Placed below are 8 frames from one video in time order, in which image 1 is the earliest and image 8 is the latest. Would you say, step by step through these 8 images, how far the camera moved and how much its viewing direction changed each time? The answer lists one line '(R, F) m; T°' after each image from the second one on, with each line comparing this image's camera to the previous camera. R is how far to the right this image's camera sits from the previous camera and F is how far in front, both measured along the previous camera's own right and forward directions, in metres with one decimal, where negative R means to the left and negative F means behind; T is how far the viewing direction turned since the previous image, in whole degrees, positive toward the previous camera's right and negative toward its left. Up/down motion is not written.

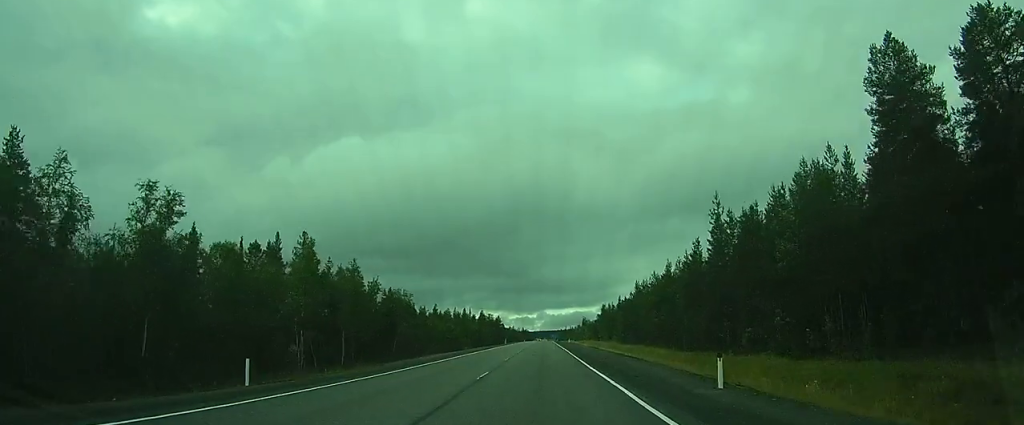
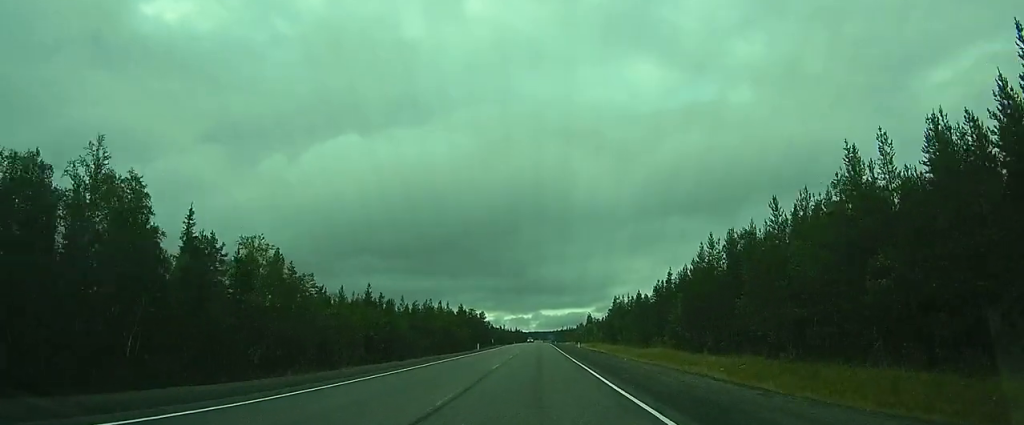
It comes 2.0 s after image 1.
(0.0, +42.7) m; 0°
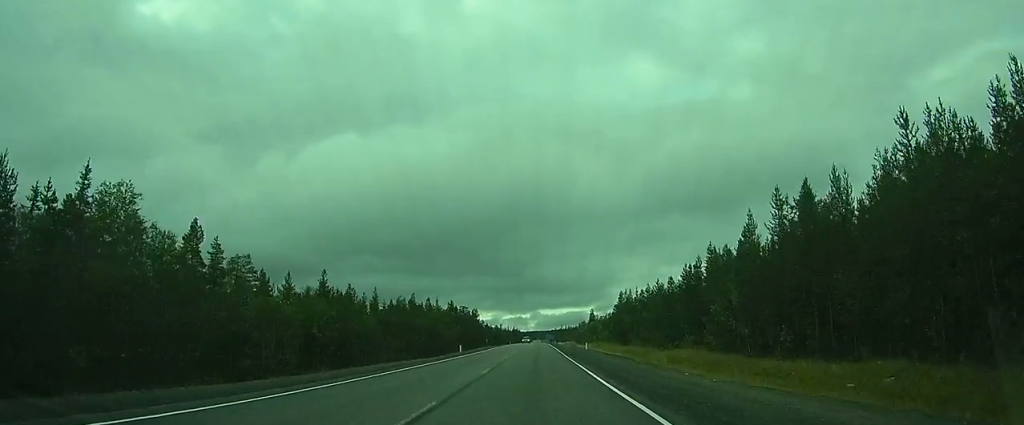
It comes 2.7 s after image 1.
(0.0, +14.9) m; 0°
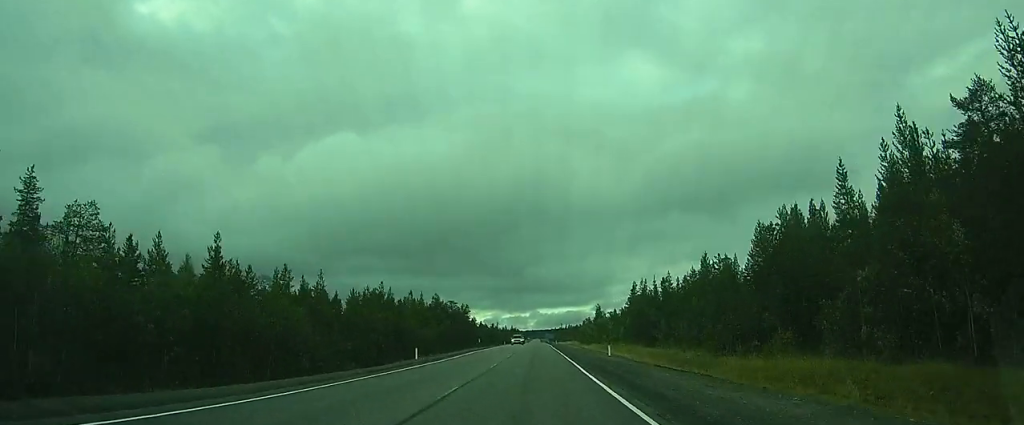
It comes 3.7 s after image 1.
(0.0, +20.6) m; 0°
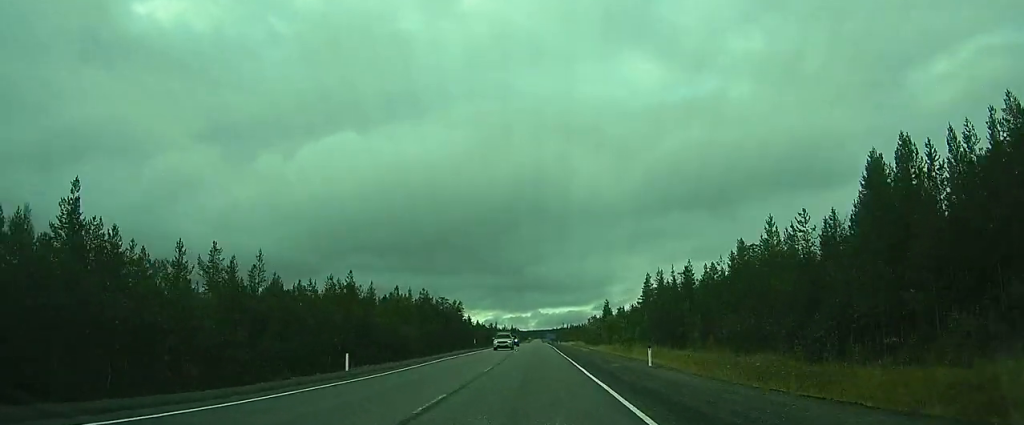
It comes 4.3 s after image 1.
(0.0, +14.1) m; 0°
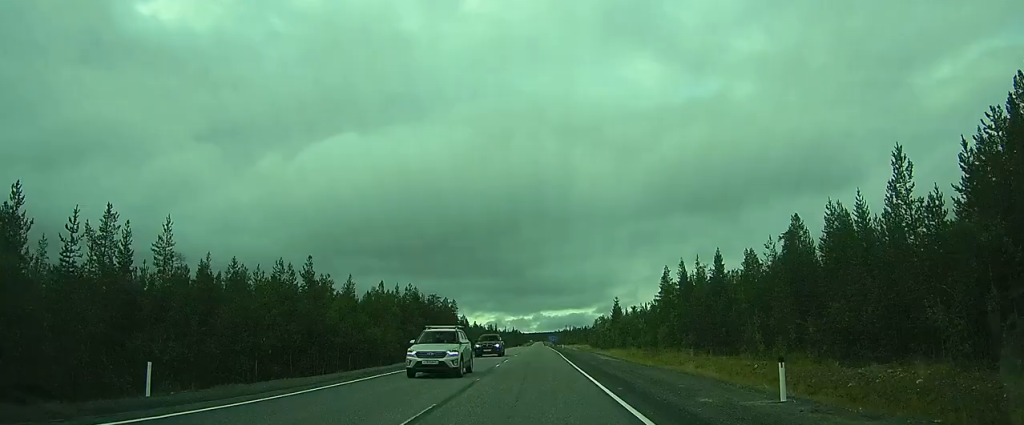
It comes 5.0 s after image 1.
(0.0, +13.4) m; 0°
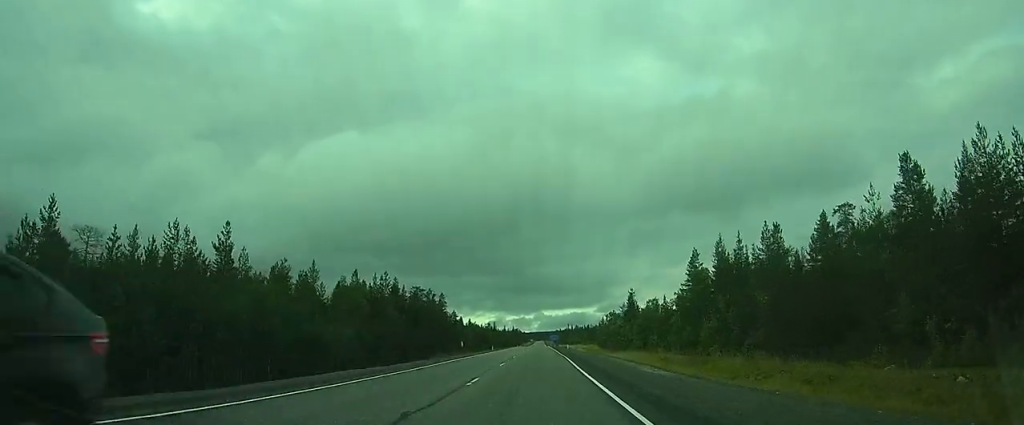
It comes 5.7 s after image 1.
(0.0, +16.1) m; 0°
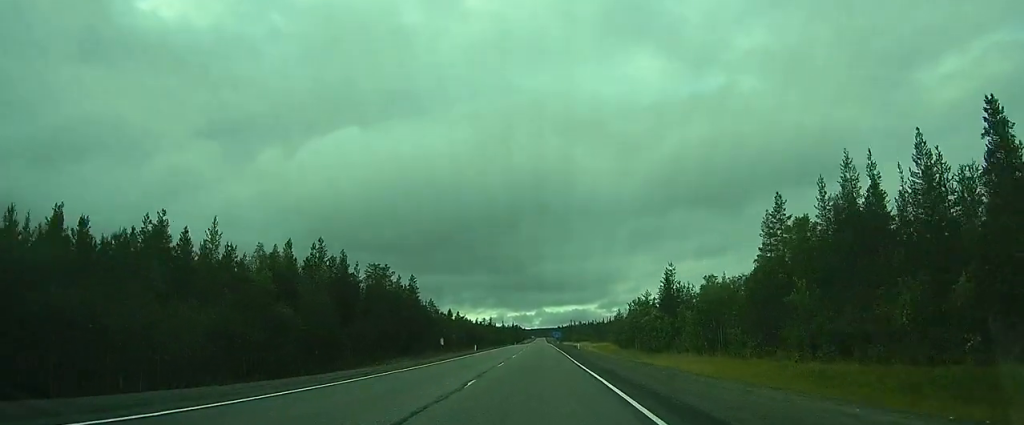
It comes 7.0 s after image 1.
(0.0, +26.0) m; 0°
